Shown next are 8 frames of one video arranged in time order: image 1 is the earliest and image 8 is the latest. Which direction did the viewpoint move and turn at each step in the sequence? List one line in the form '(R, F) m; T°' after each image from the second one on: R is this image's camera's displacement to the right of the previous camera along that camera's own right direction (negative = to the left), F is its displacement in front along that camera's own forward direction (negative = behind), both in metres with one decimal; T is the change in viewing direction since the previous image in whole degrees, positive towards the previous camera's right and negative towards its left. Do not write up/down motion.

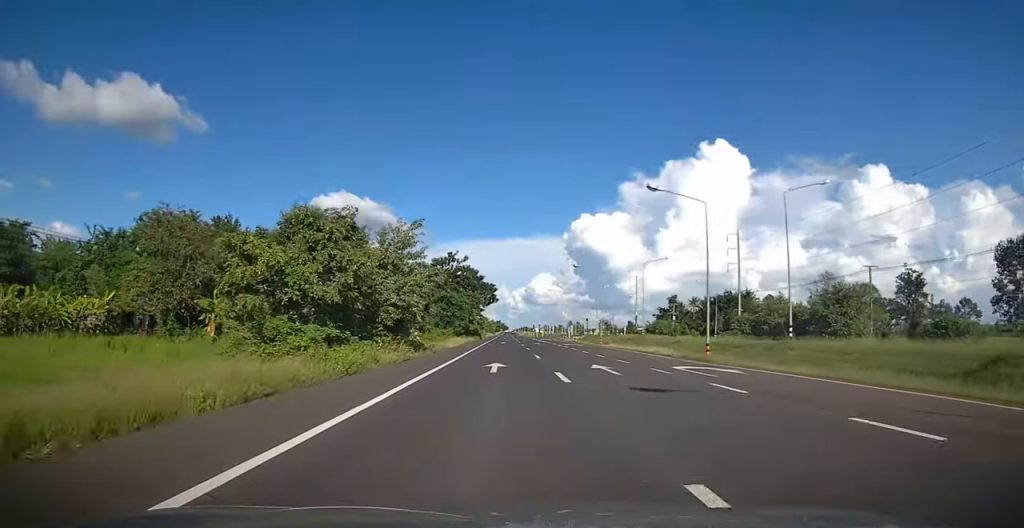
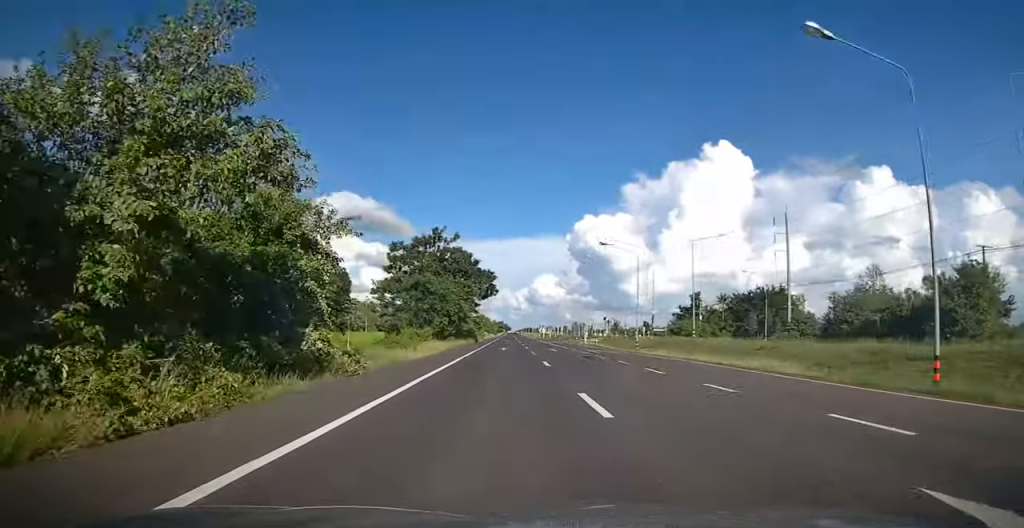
(-0.1, +17.7) m; 0°
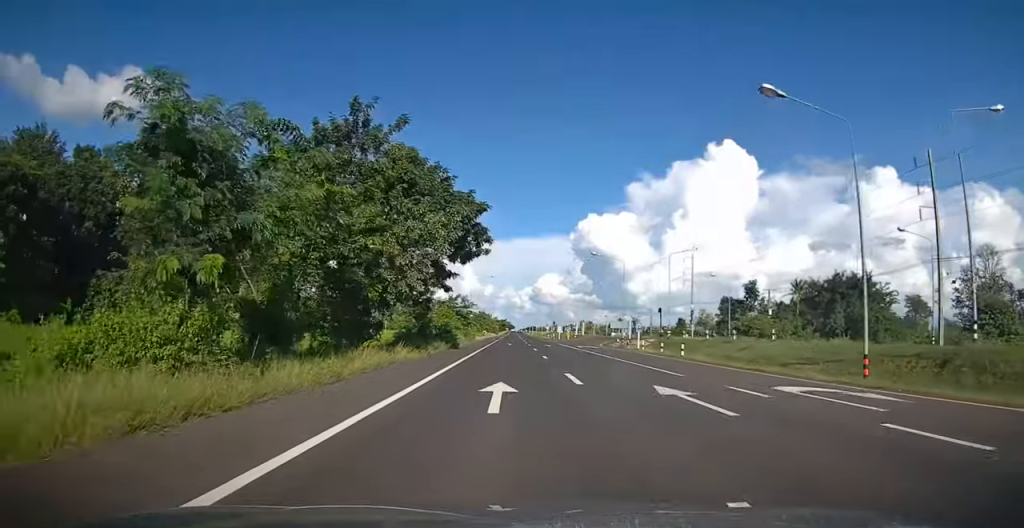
(-0.1, +31.3) m; 0°
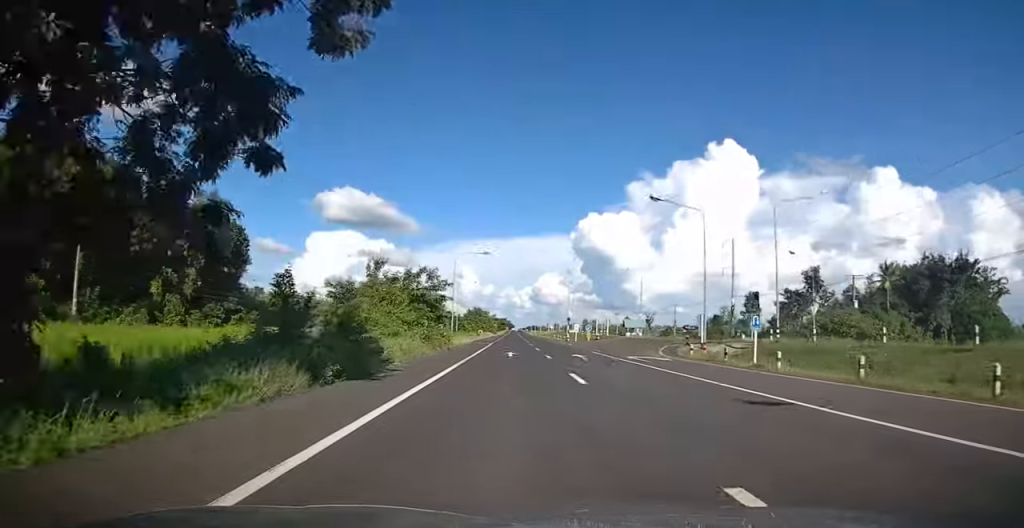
(+0.1, +23.7) m; 0°
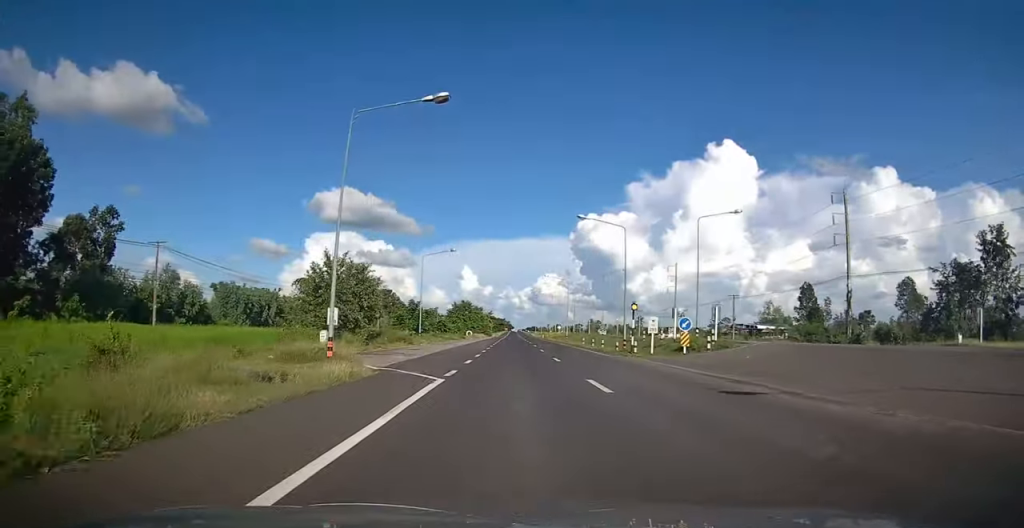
(-0.1, +38.1) m; 0°
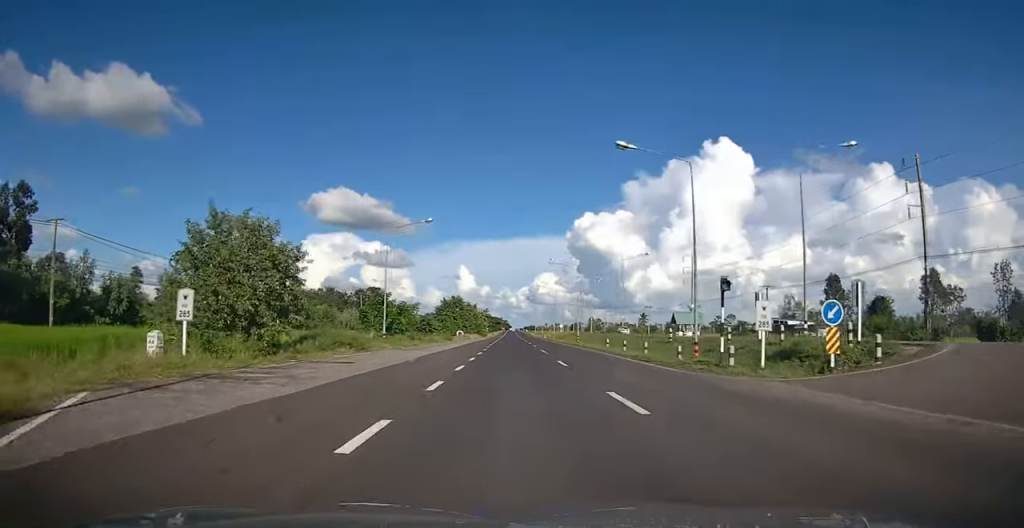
(0.0, +15.2) m; 0°
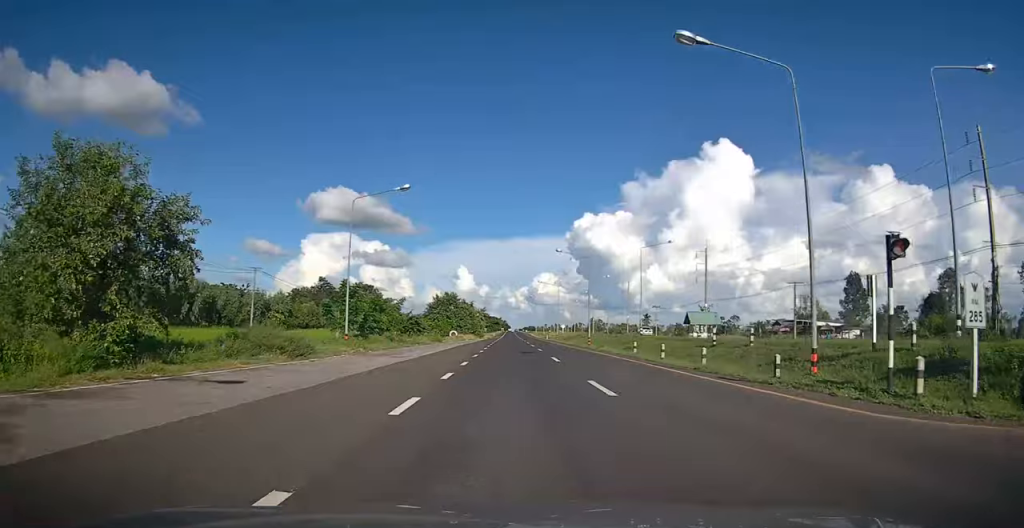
(0.0, +9.5) m; 0°
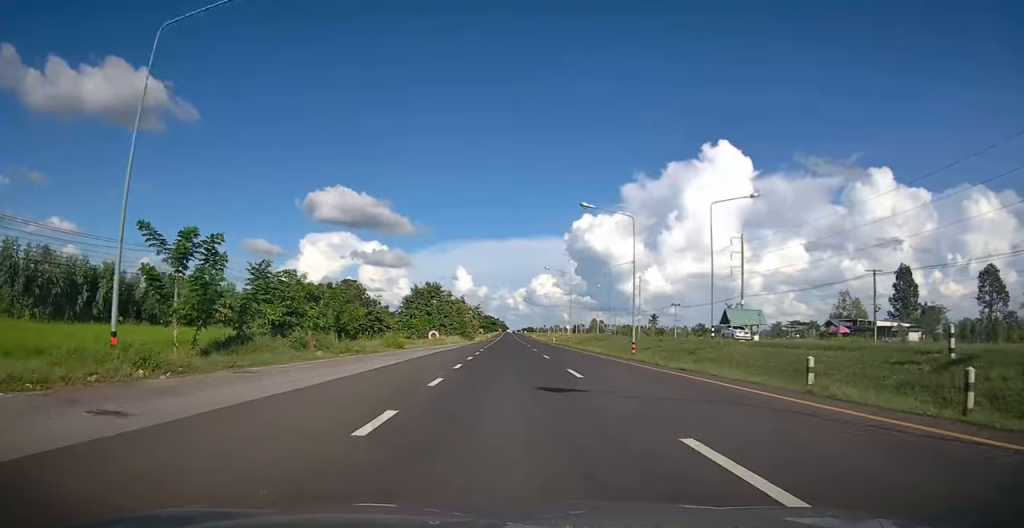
(0.0, +19.7) m; 0°
